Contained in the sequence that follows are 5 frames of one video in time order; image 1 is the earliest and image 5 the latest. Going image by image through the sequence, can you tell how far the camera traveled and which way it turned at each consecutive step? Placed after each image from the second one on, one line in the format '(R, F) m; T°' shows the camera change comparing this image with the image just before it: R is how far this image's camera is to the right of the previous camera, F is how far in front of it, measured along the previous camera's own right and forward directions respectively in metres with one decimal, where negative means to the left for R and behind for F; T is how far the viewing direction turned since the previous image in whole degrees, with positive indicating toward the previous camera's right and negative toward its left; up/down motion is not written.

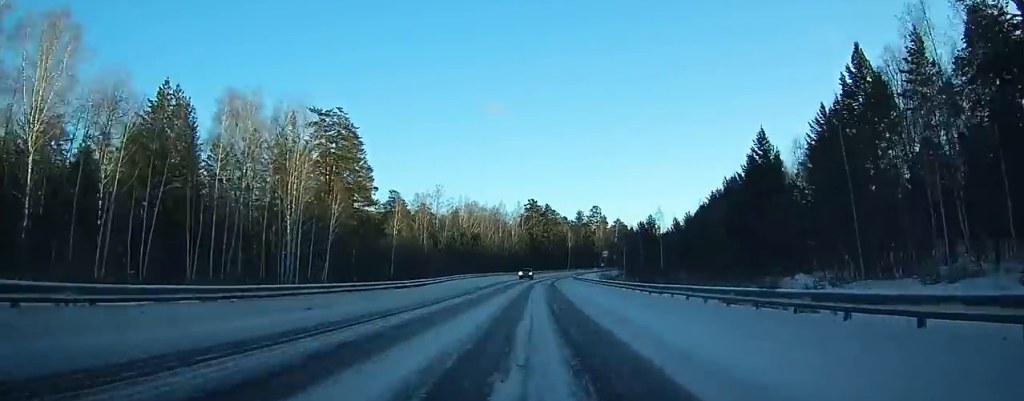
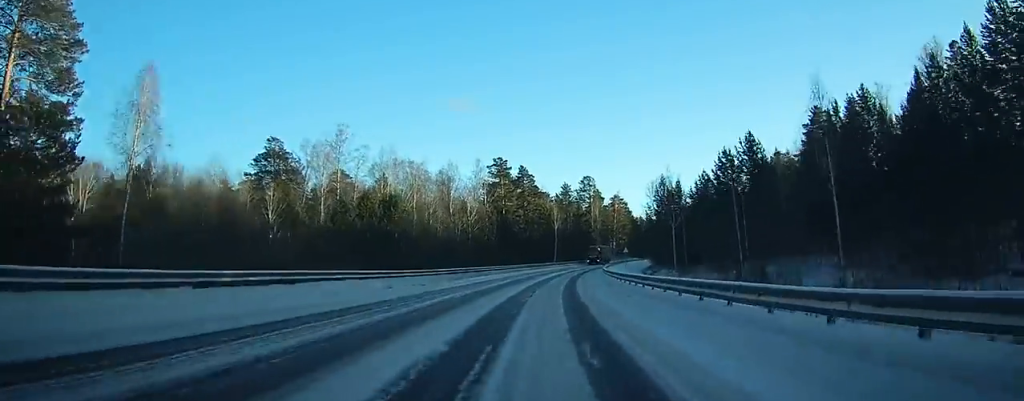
(+1.2, +67.8) m; +3°
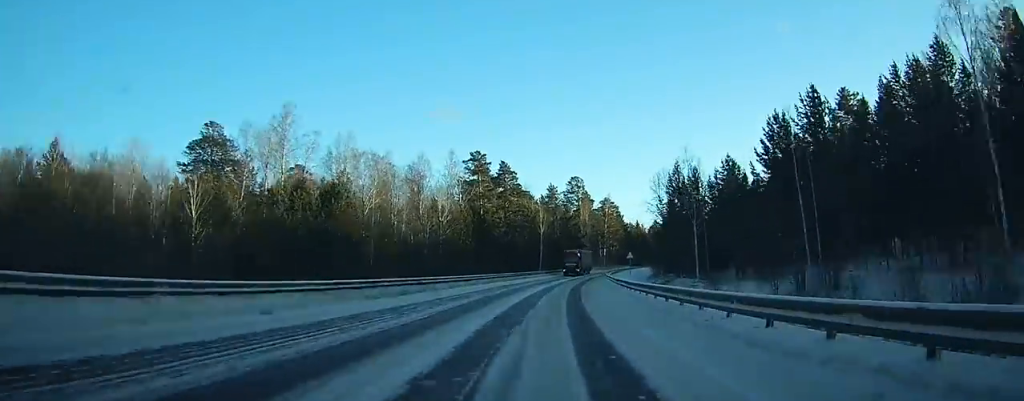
(0.0, +17.2) m; +1°
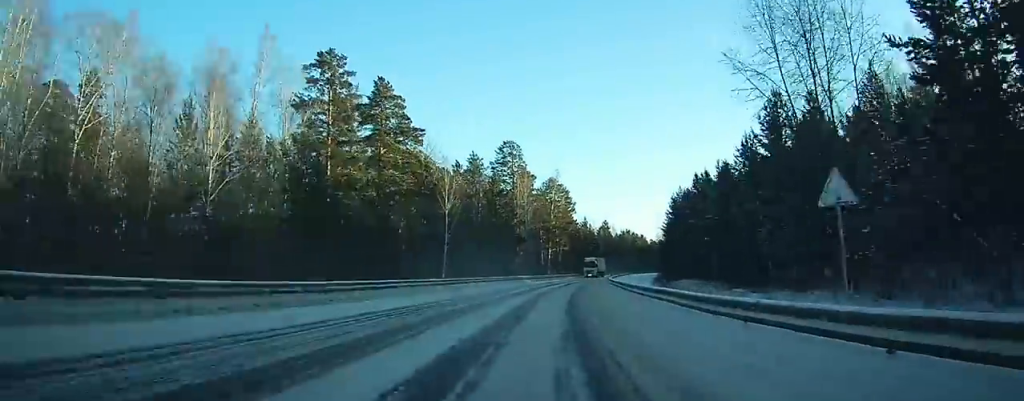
(+2.6, +56.9) m; +6°
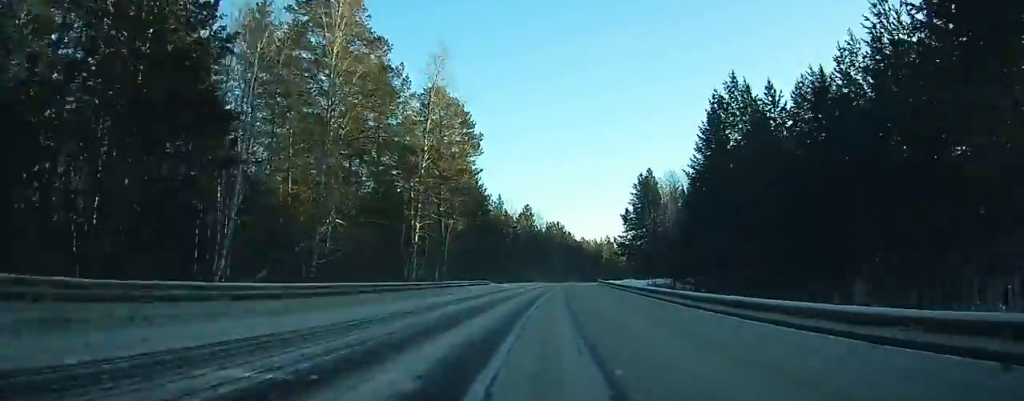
(+4.9, +69.5) m; +8°
